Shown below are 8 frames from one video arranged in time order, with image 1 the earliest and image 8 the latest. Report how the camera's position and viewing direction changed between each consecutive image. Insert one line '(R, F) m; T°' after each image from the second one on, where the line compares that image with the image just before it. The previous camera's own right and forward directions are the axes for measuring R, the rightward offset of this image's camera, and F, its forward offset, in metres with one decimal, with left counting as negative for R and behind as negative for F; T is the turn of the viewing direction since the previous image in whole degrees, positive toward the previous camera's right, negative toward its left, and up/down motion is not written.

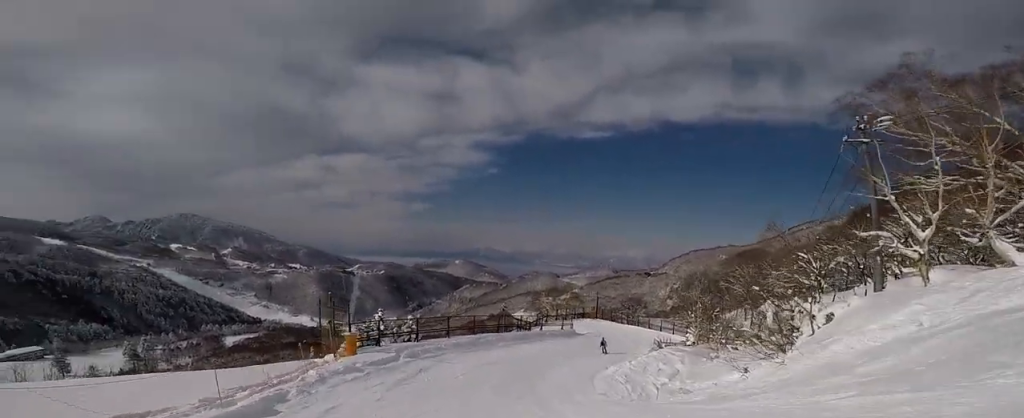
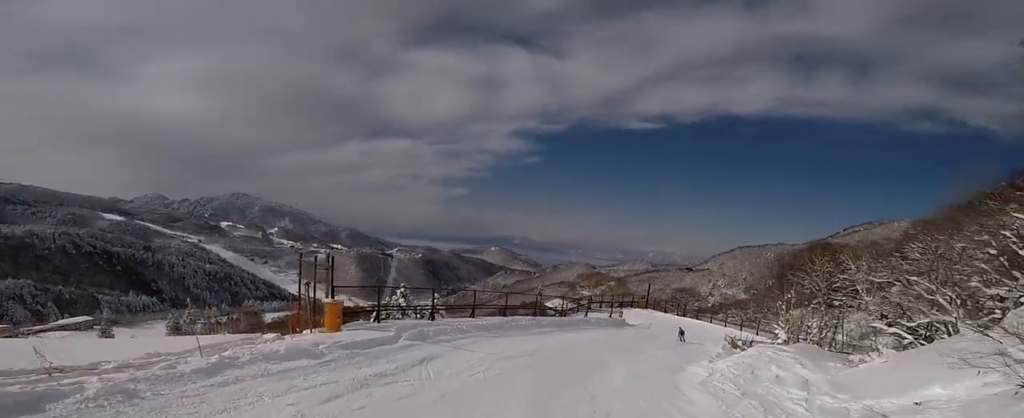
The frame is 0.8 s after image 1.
(+0.6, +6.9) m; +10°
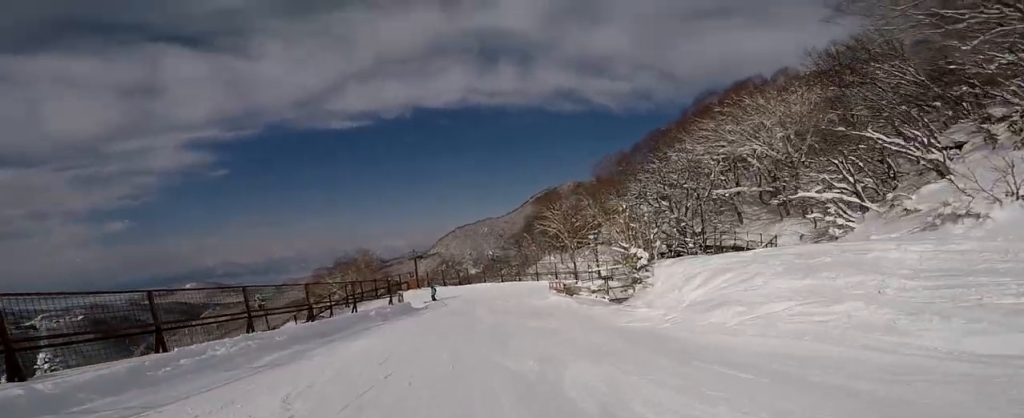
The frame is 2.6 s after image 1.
(+2.4, +14.0) m; +22°
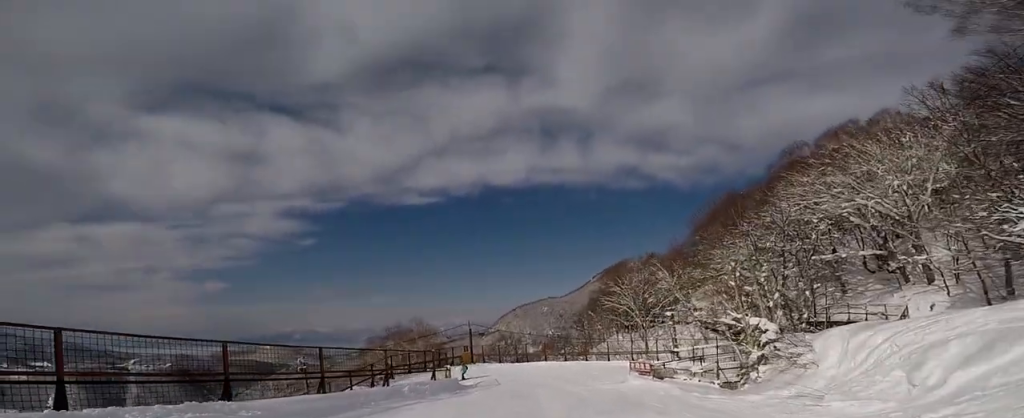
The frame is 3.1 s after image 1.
(+0.9, +4.4) m; +4°
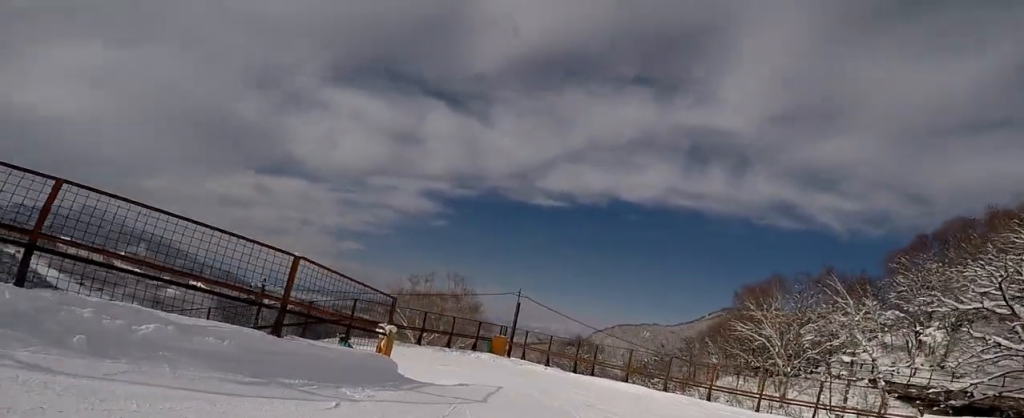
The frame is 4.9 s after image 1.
(-1.1, +12.7) m; -21°
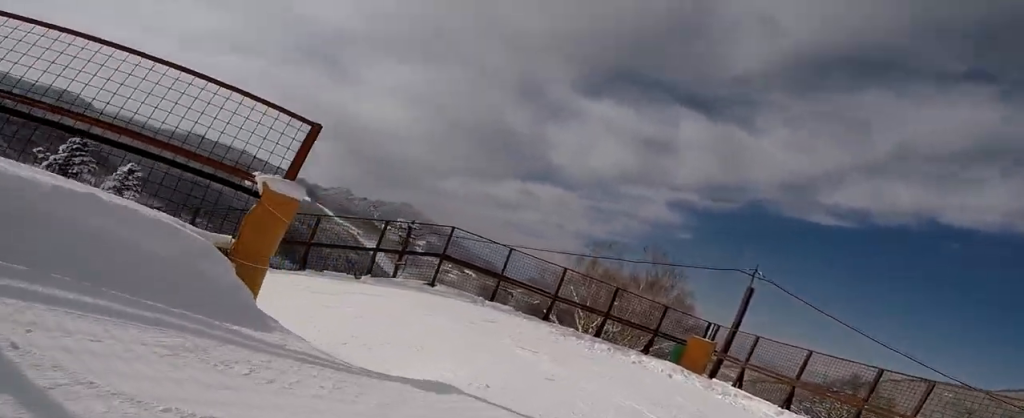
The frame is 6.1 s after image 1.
(-1.6, +5.8) m; -34°
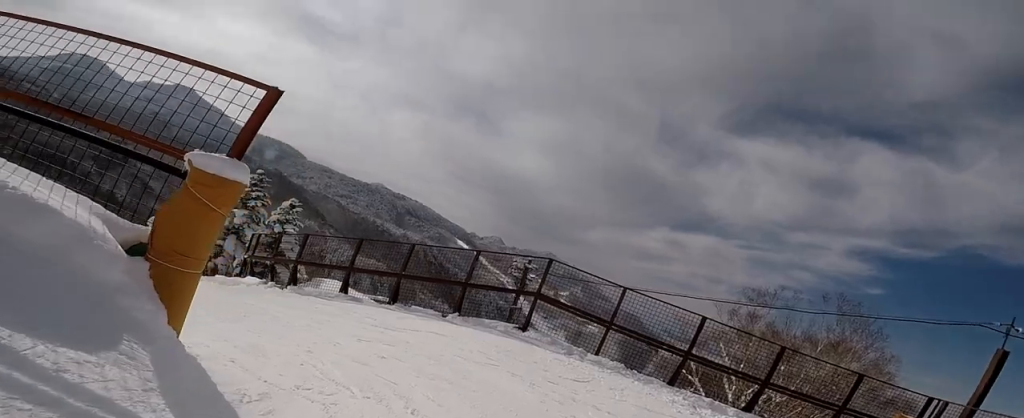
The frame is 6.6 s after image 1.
(-0.3, +1.9) m; -23°
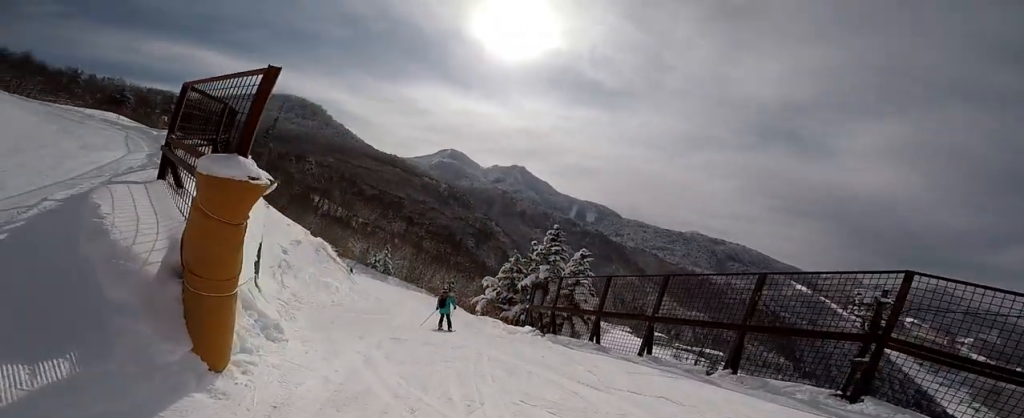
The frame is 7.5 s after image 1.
(0.0, +2.5) m; -53°
